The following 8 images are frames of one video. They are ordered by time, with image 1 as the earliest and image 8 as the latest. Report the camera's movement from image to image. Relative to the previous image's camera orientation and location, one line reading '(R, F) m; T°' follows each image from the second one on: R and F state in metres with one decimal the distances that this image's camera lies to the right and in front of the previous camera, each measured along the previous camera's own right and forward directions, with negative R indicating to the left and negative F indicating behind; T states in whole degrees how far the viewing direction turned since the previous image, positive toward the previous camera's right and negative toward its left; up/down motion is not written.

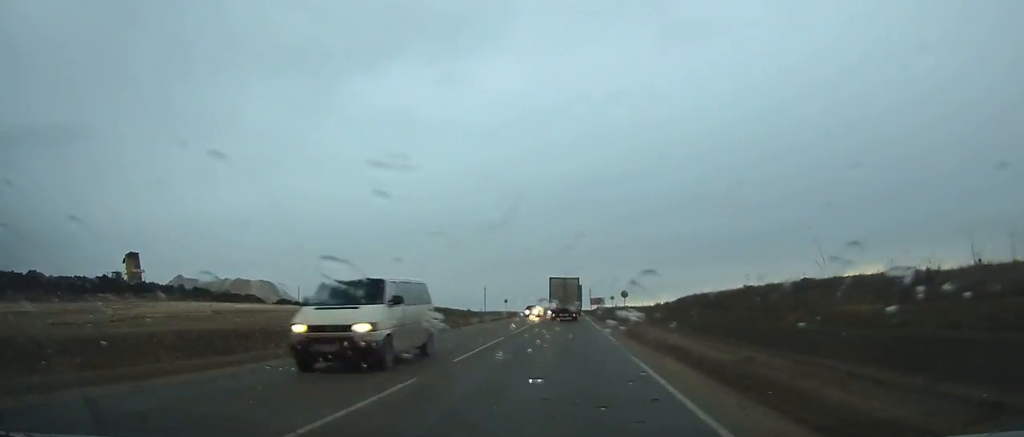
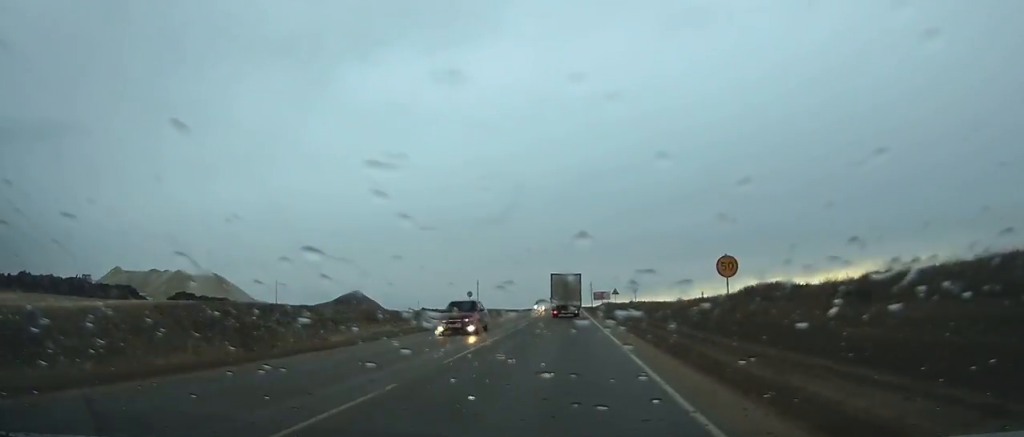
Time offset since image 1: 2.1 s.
(0.0, +35.7) m; 0°
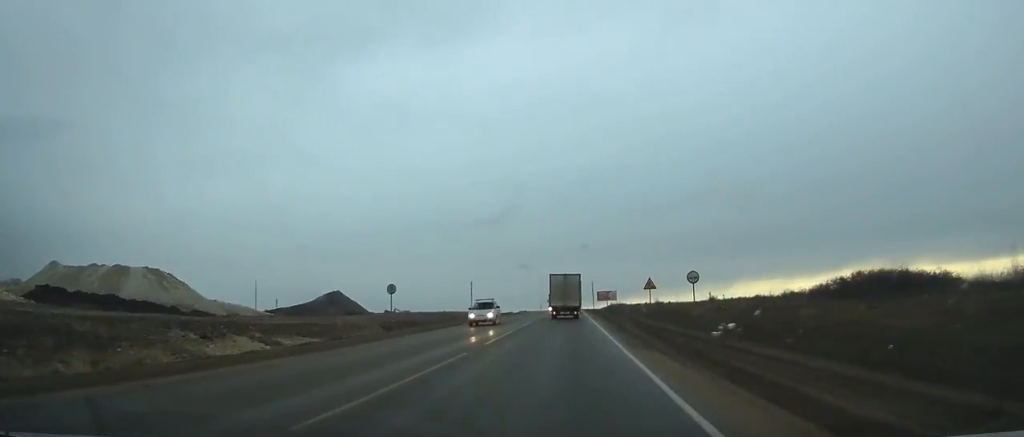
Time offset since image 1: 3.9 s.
(0.0, +29.8) m; 0°
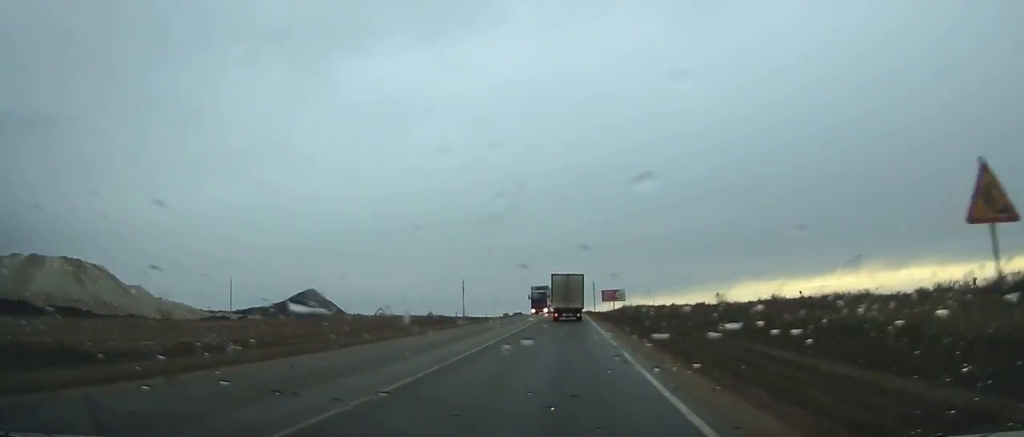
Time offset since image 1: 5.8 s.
(0.0, +31.1) m; 0°
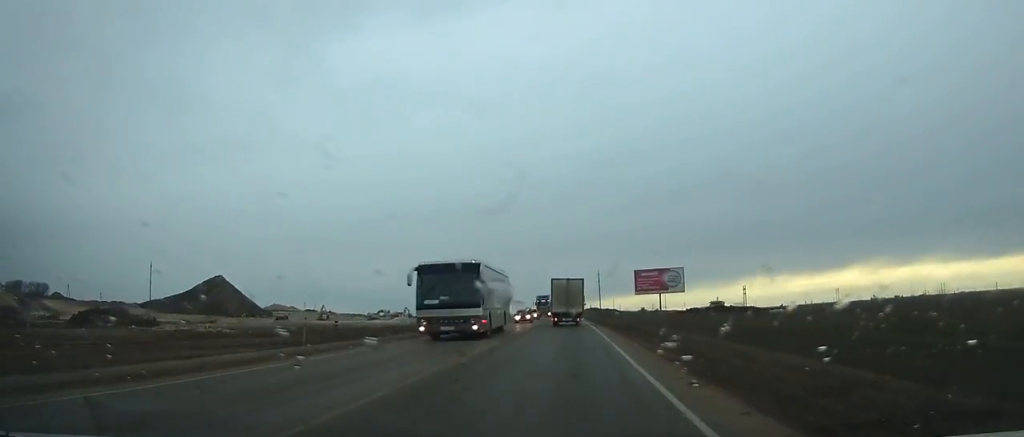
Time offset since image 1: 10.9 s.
(+0.1, +81.9) m; 0°
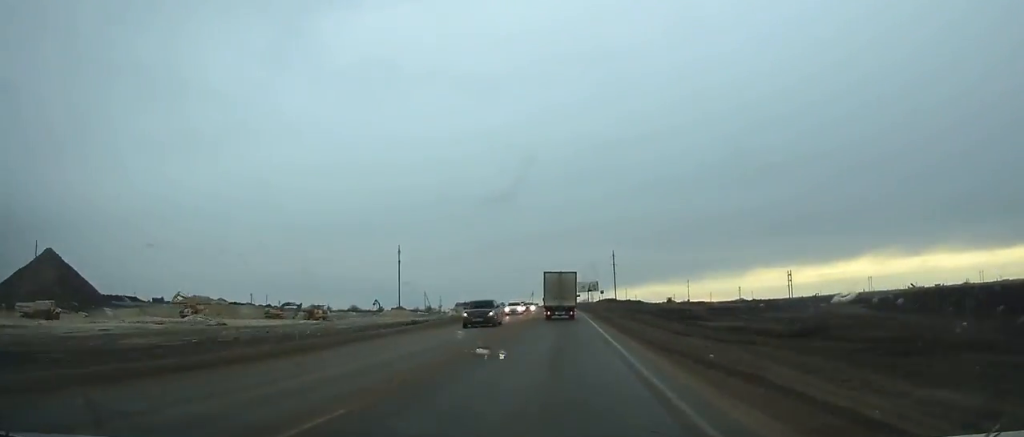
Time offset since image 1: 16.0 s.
(-0.4, +81.5) m; -1°
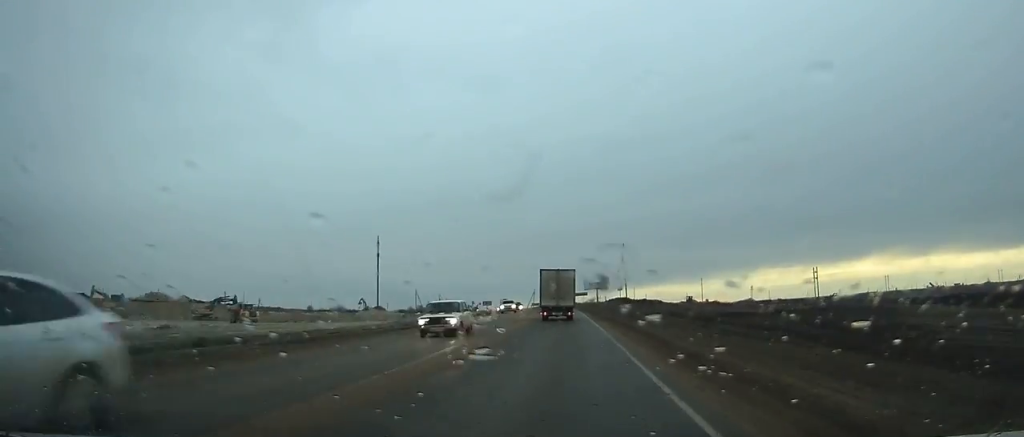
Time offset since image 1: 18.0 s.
(-0.2, +31.6) m; -1°
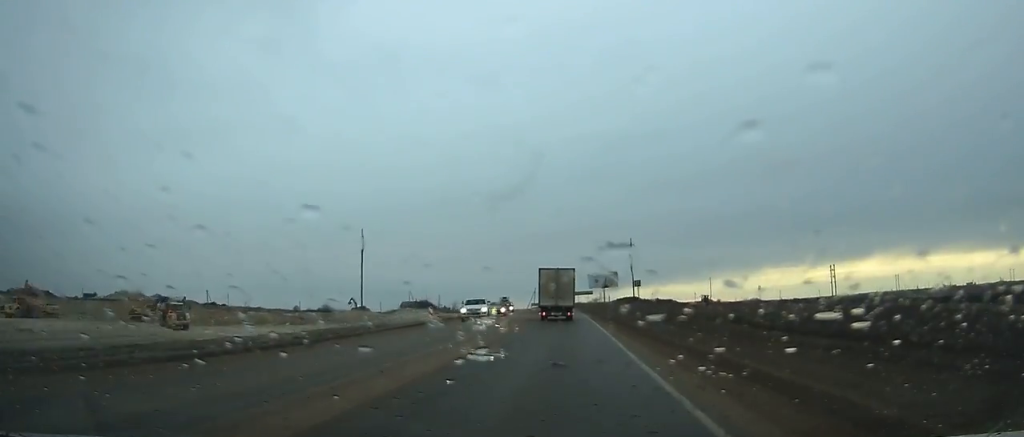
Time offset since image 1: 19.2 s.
(0.0, +18.8) m; -1°
